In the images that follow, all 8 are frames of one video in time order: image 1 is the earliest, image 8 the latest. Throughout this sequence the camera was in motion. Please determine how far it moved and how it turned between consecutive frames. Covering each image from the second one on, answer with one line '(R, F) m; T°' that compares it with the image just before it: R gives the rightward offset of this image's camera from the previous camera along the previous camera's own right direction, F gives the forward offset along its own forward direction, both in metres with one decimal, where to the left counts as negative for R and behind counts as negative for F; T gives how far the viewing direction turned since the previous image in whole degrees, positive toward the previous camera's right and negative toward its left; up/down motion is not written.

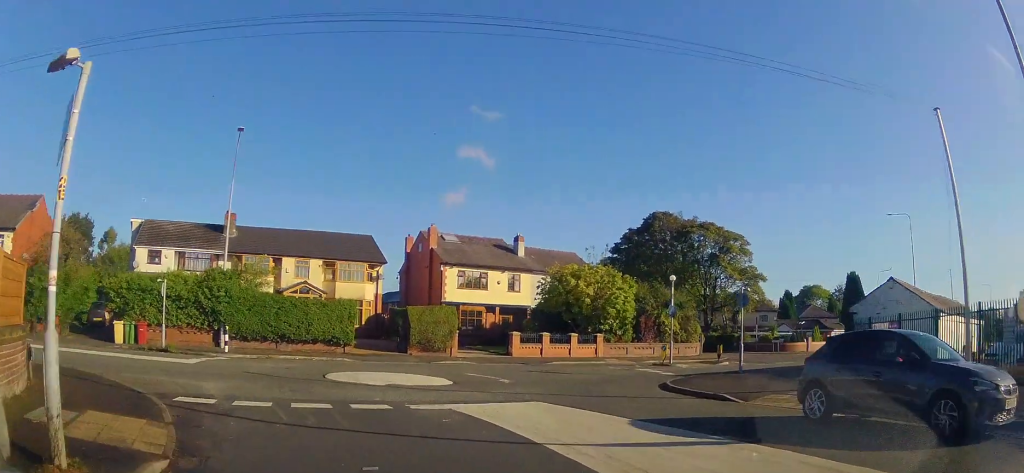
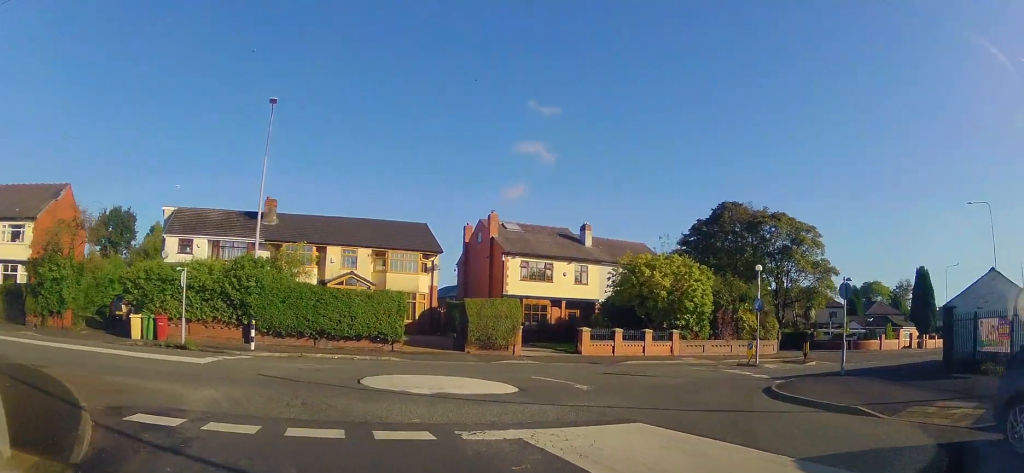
(-0.2, +3.8) m; -4°
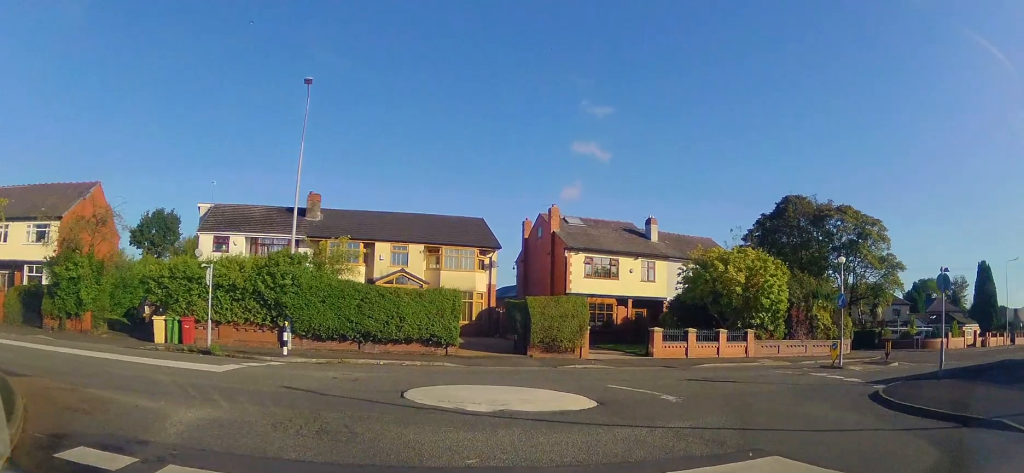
(0.0, +3.1) m; -1°
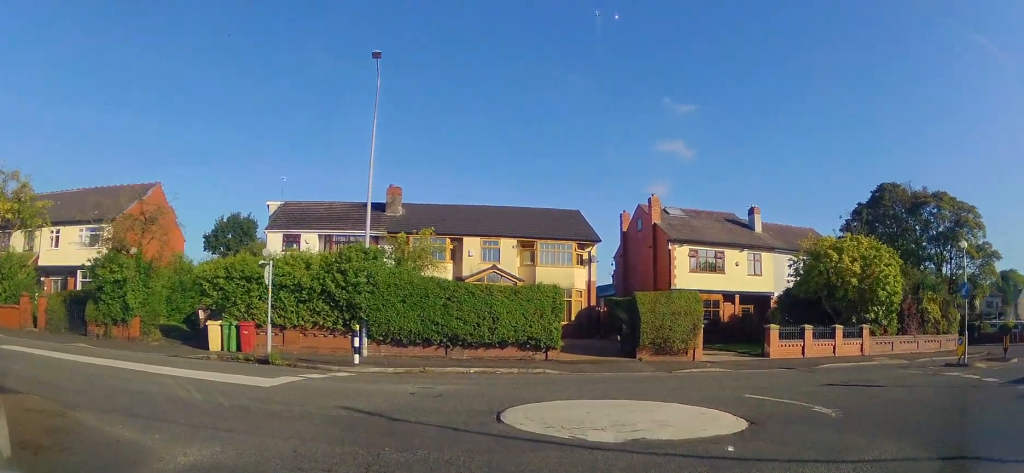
(-0.1, +3.0) m; -8°
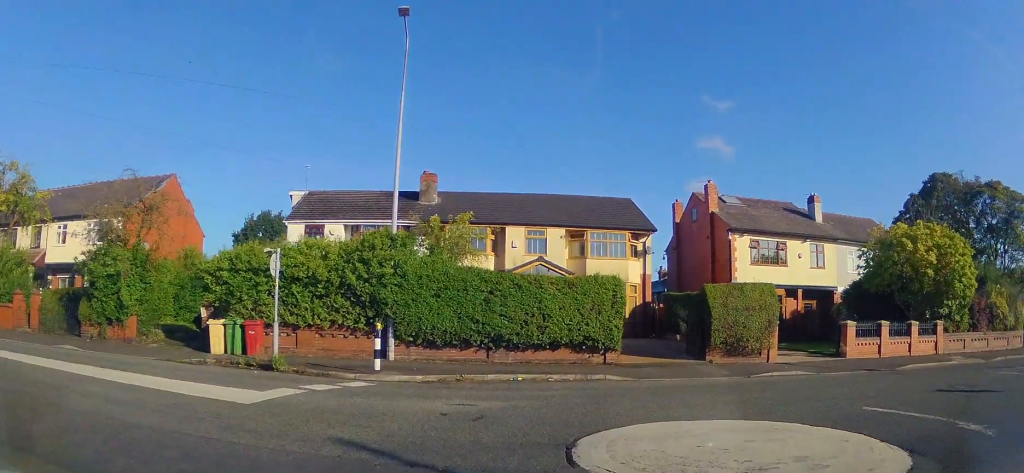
(-0.3, +2.8) m; -4°
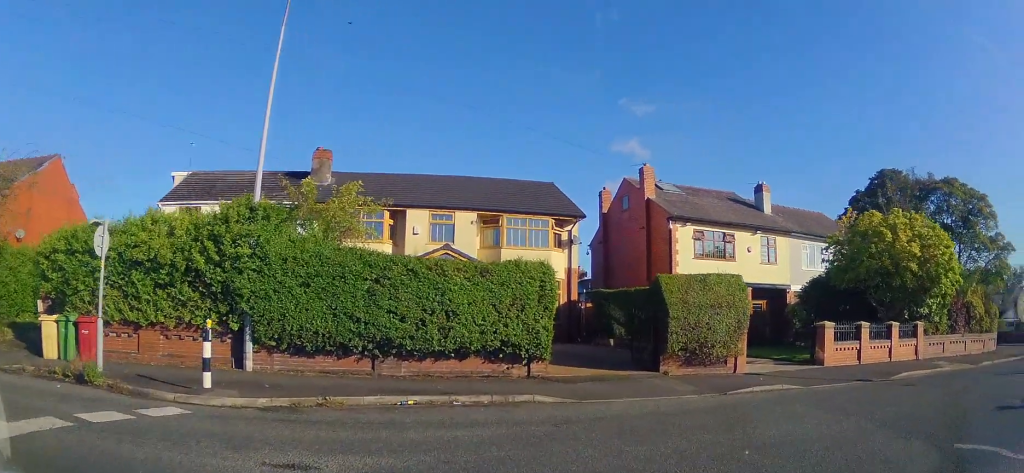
(+0.2, +4.0) m; +4°
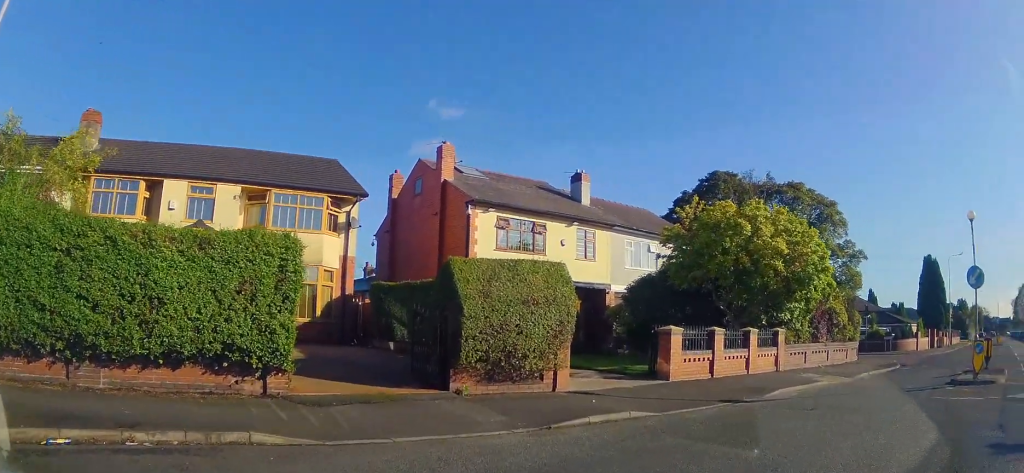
(+0.4, +3.9) m; +26°
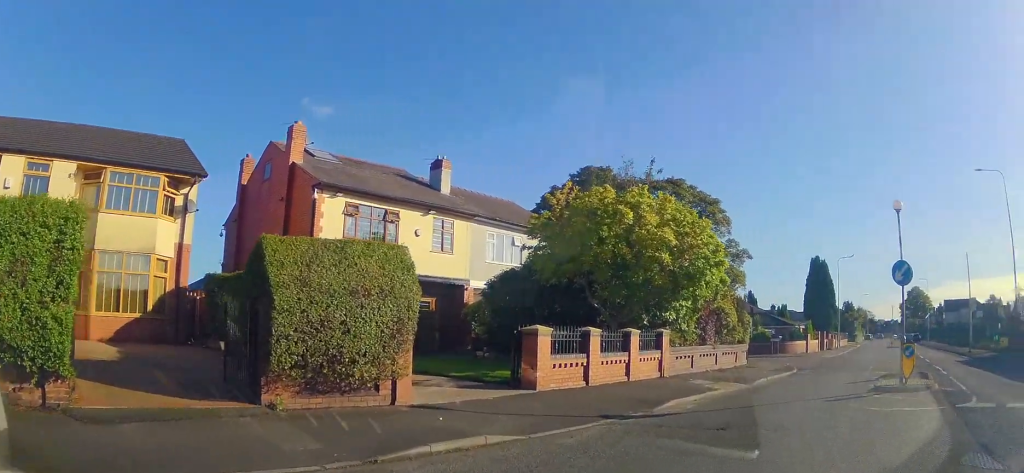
(+0.7, +2.2) m; +17°
